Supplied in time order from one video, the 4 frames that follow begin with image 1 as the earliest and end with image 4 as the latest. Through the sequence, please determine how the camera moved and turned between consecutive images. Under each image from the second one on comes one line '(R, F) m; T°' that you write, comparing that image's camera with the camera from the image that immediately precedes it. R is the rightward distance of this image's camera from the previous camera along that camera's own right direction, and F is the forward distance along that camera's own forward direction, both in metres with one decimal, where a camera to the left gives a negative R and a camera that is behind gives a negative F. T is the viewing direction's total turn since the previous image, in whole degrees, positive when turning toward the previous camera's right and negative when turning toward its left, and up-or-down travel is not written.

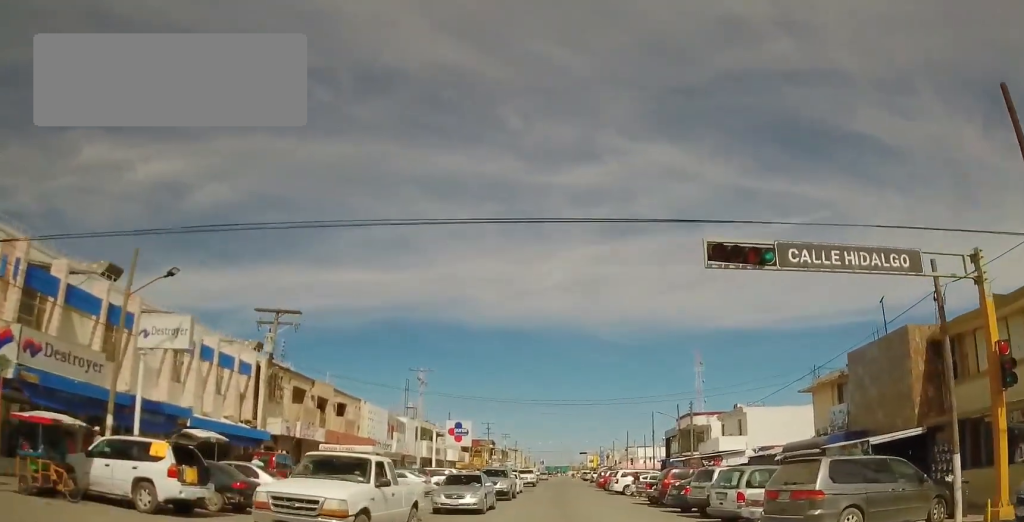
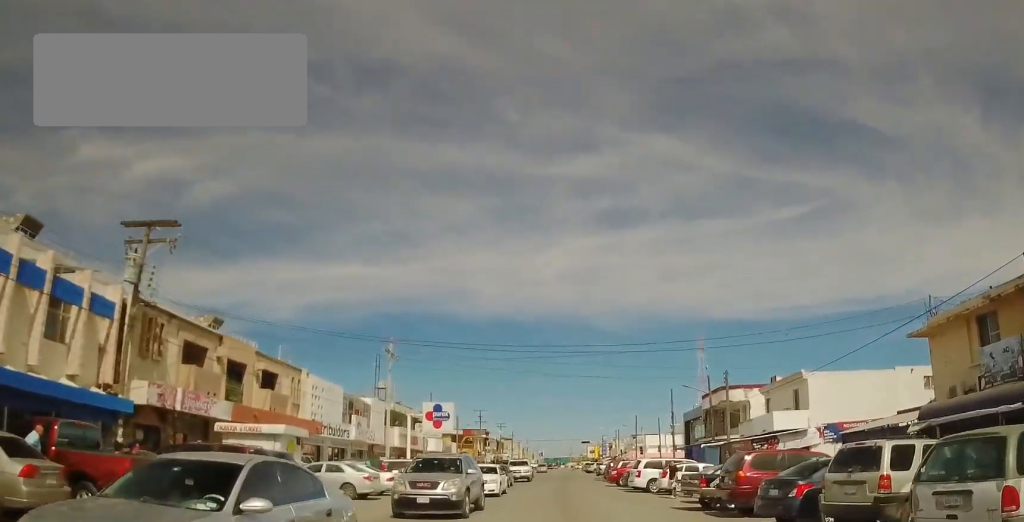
(+0.1, +9.4) m; +3°
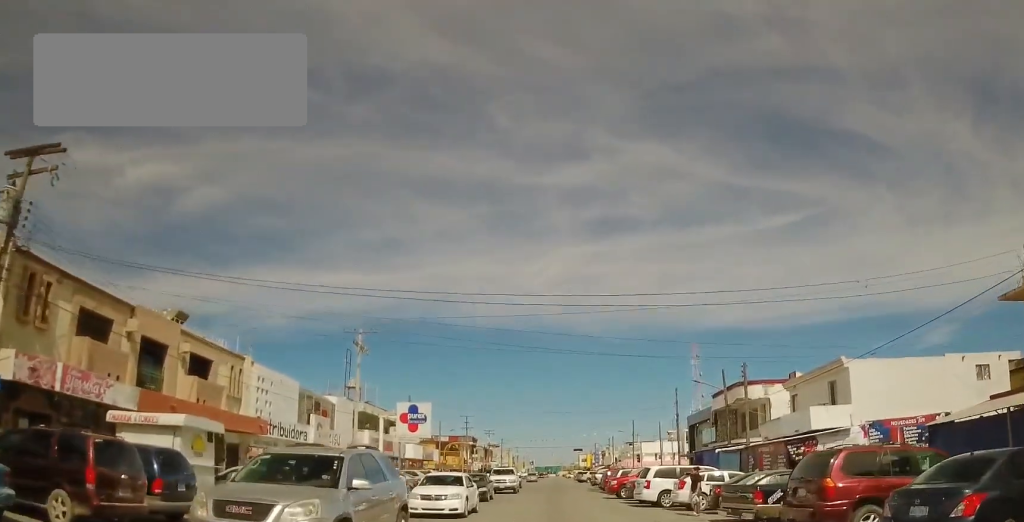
(0.0, +5.2) m; -2°
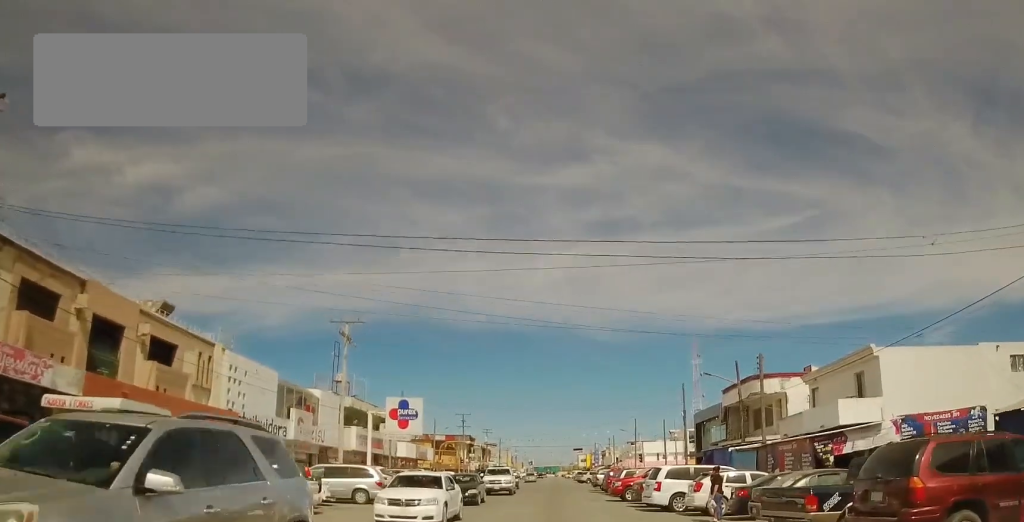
(-0.1, +2.5) m; -1°
